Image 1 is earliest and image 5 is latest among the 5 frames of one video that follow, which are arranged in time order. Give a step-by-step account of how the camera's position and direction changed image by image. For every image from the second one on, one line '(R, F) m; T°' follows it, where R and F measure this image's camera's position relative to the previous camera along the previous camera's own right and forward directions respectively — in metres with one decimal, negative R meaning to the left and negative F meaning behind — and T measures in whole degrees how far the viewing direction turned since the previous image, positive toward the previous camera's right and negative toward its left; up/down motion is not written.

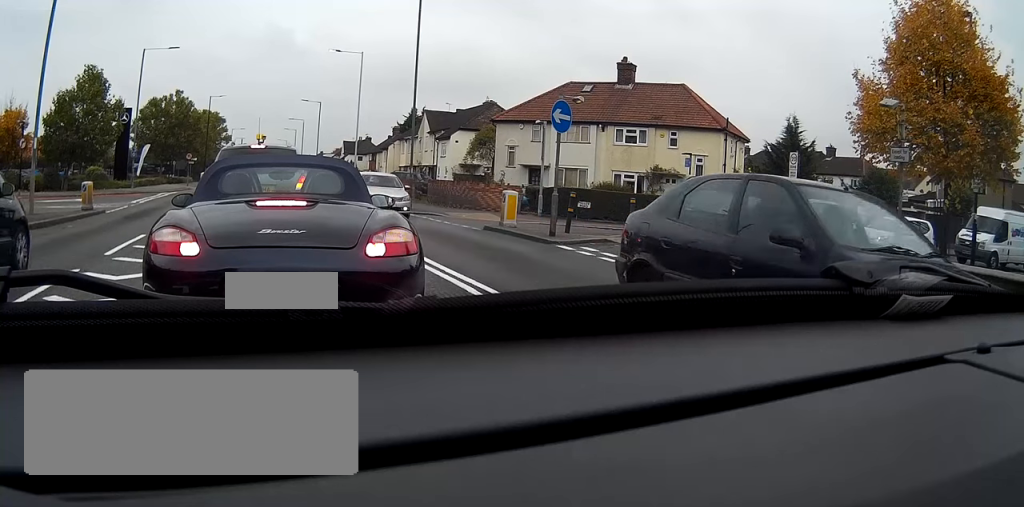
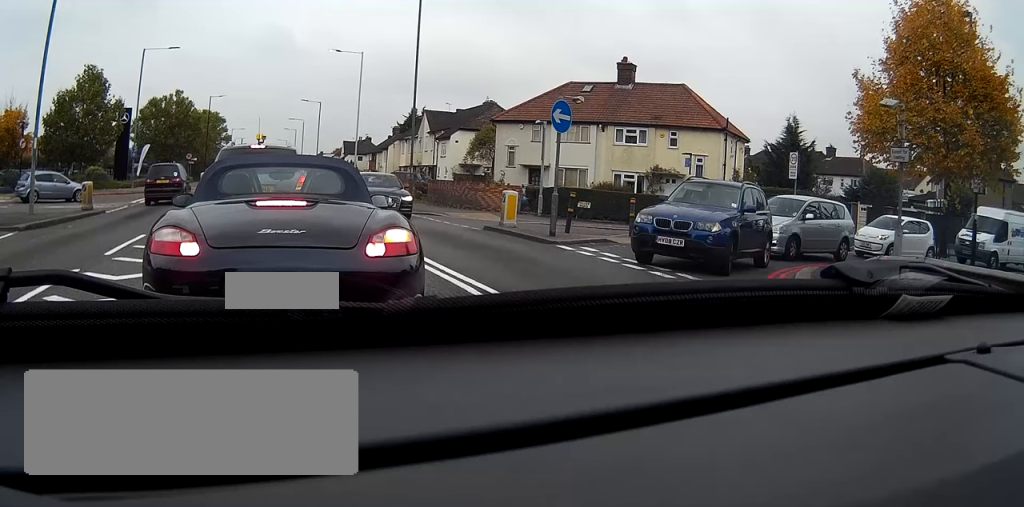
(0.0, 0.0) m; 0°
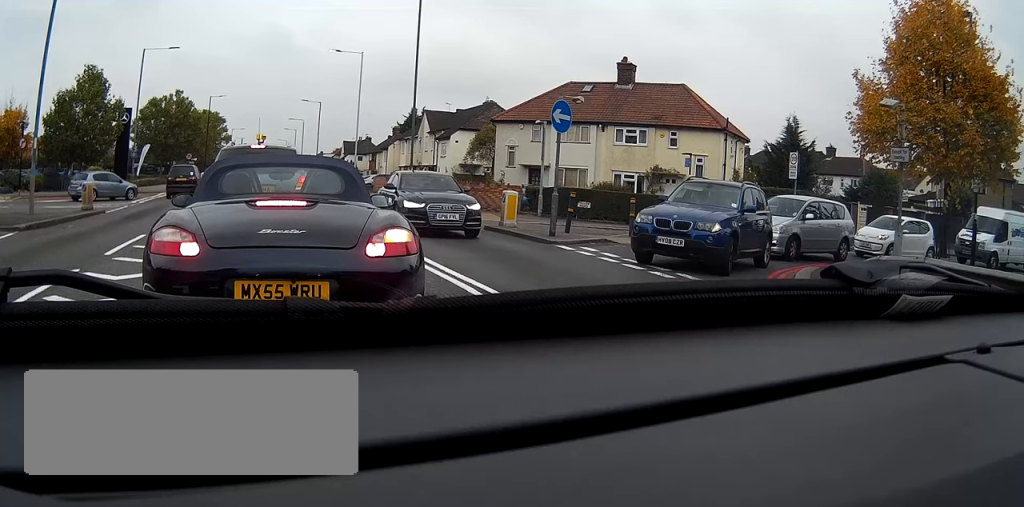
(0.0, 0.0) m; 0°
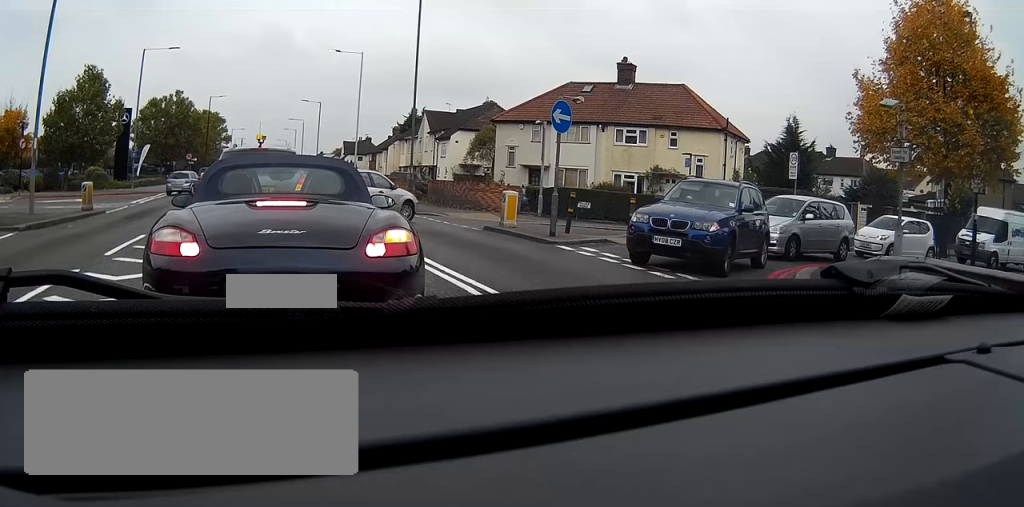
(0.0, 0.0) m; 0°
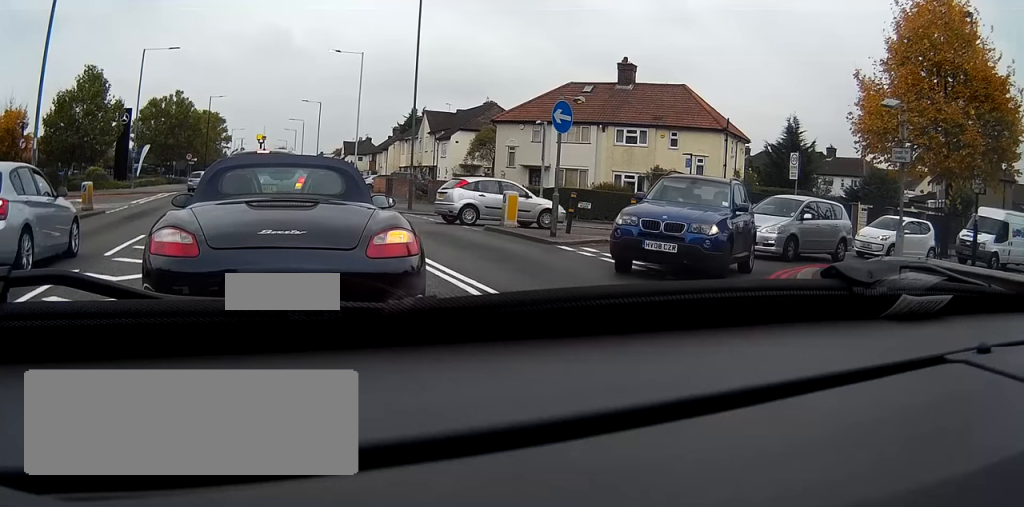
(0.0, 0.0) m; 0°
